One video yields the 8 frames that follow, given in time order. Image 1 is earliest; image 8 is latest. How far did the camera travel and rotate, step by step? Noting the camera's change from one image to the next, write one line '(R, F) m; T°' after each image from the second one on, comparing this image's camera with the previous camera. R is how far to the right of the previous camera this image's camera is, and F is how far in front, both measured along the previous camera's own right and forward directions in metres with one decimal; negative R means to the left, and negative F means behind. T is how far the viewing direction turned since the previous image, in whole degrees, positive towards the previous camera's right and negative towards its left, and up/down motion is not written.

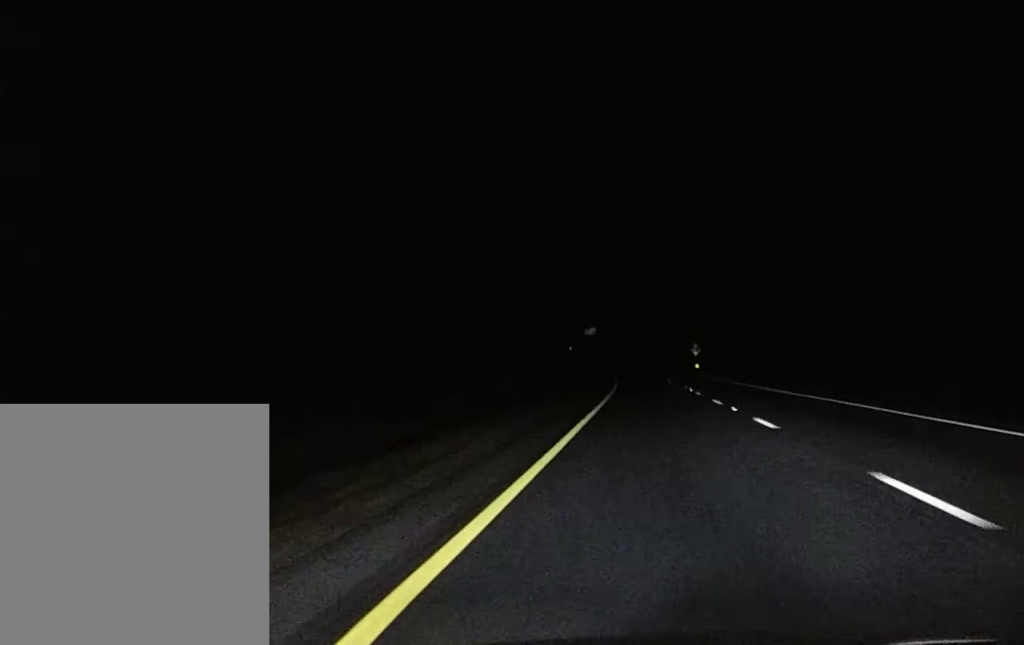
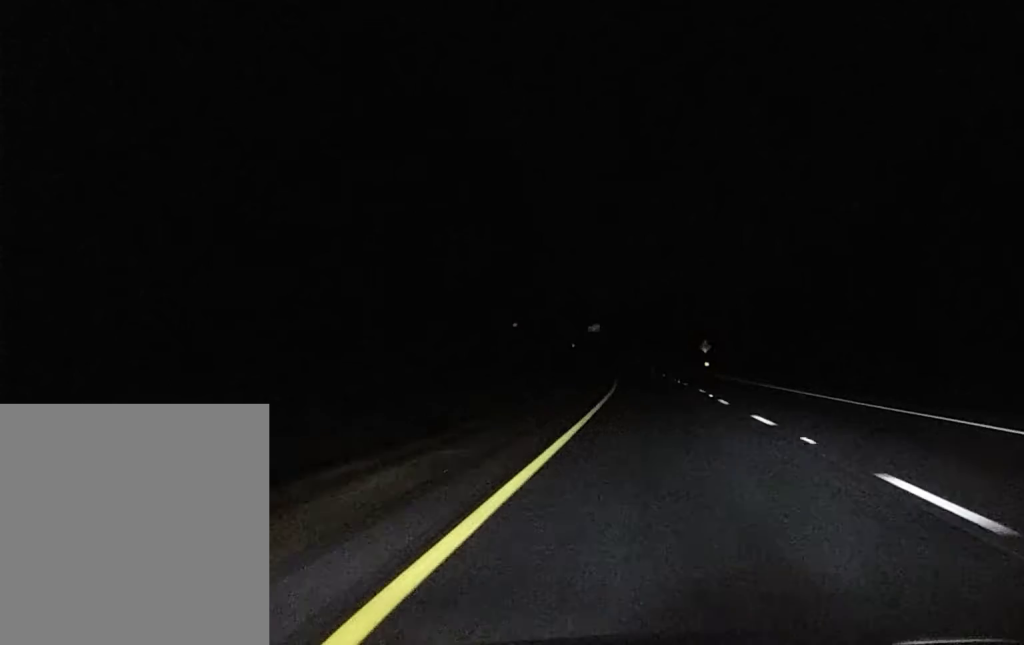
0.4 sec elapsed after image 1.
(0.0, +12.8) m; 0°
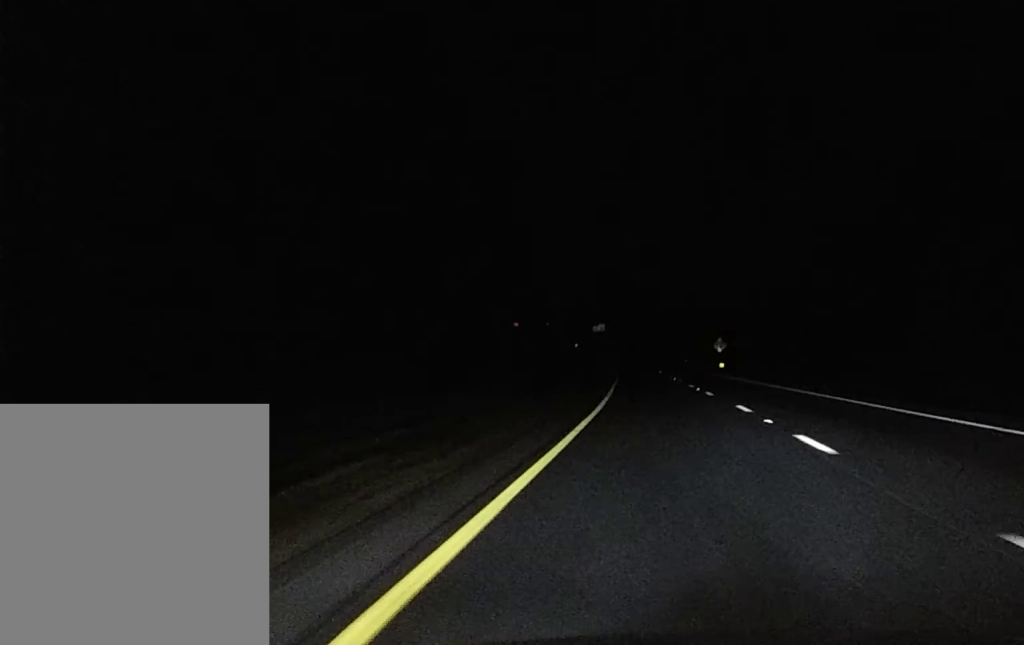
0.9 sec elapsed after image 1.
(0.0, +17.0) m; 0°
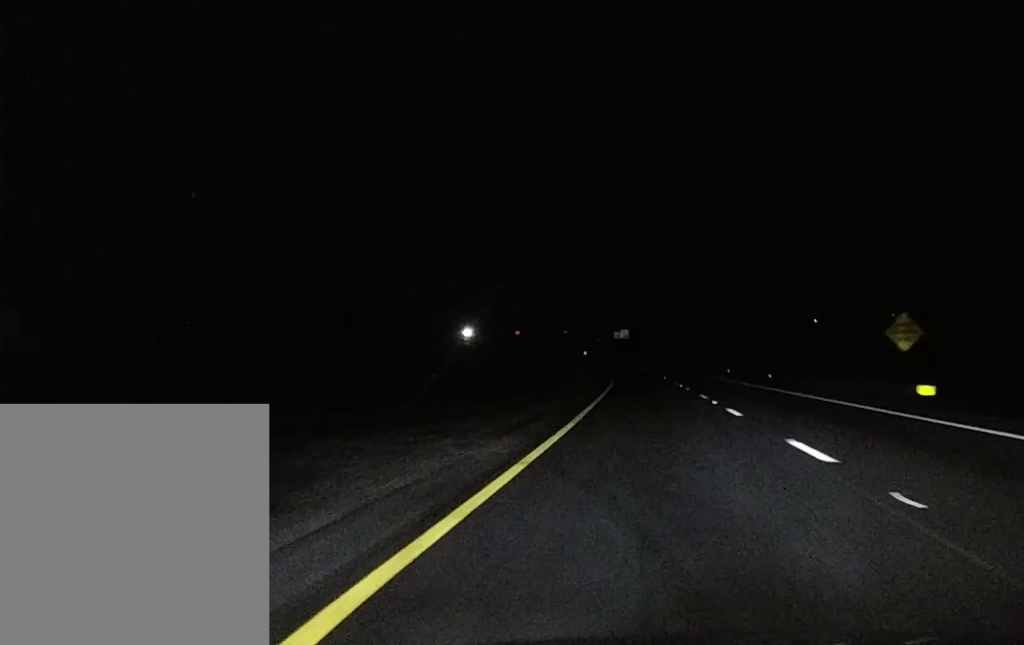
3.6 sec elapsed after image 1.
(-0.7, +79.7) m; -2°
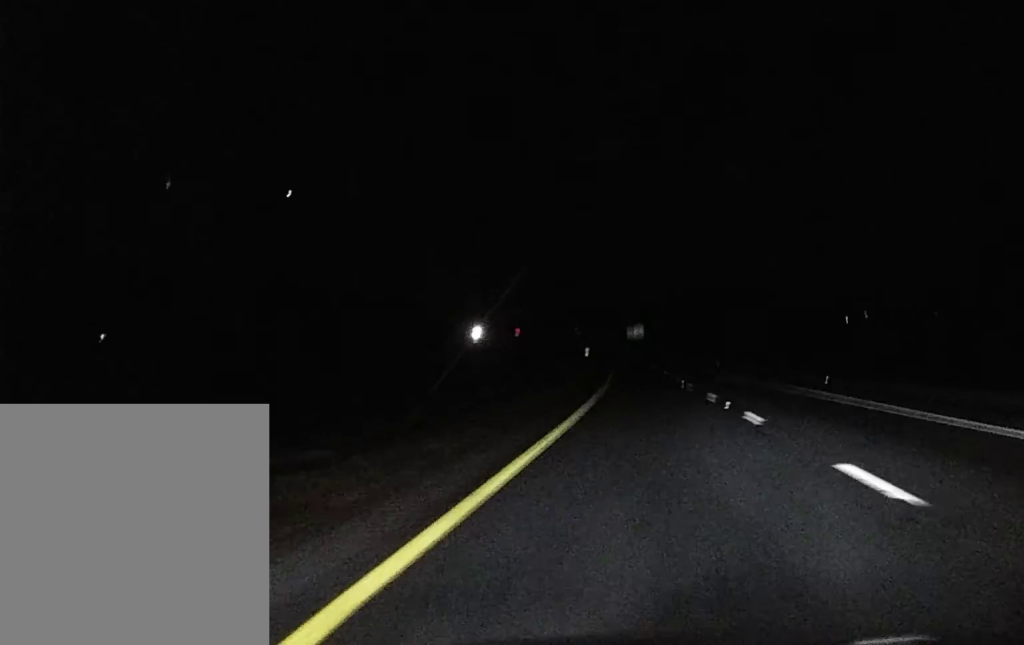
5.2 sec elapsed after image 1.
(-0.5, +49.3) m; -1°
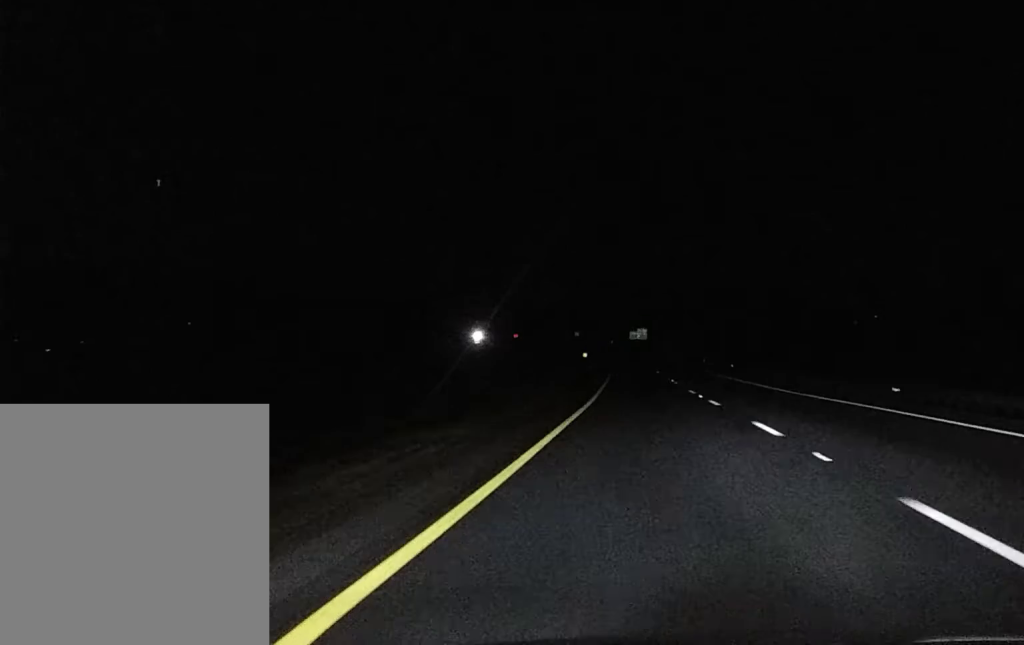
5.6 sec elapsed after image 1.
(0.0, +17.1) m; 0°
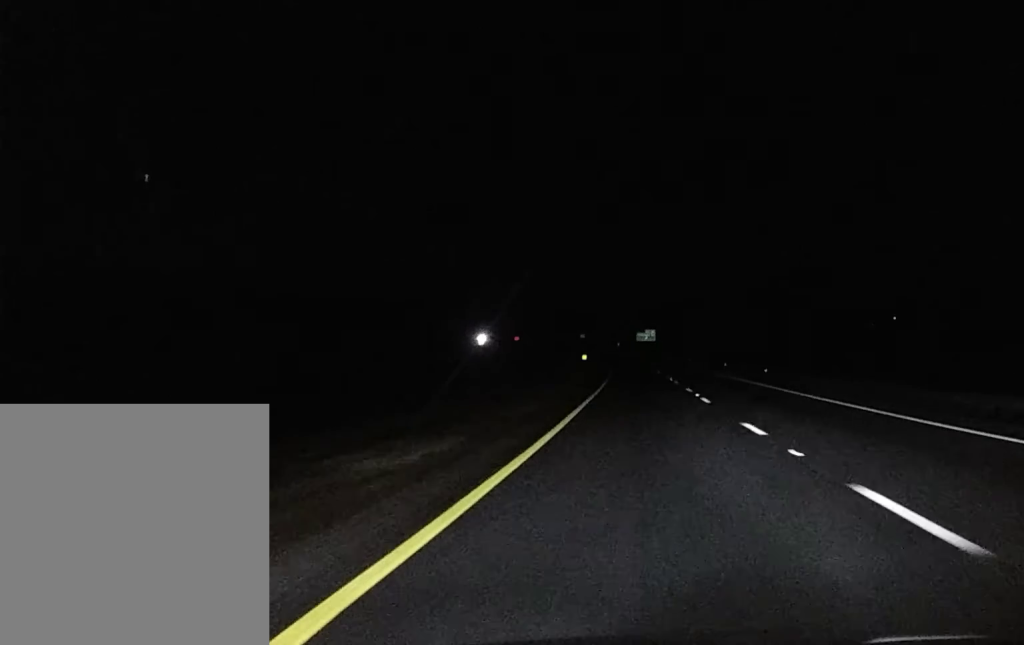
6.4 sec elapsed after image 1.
(-0.1, +27.6) m; -1°
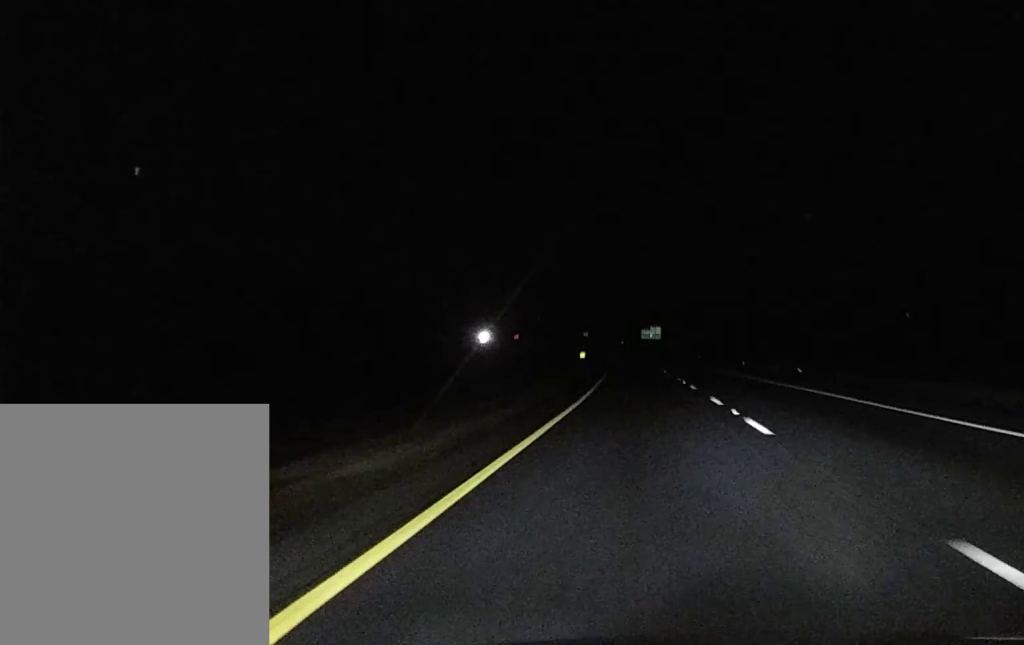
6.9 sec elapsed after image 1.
(0.0, +18.8) m; 0°
